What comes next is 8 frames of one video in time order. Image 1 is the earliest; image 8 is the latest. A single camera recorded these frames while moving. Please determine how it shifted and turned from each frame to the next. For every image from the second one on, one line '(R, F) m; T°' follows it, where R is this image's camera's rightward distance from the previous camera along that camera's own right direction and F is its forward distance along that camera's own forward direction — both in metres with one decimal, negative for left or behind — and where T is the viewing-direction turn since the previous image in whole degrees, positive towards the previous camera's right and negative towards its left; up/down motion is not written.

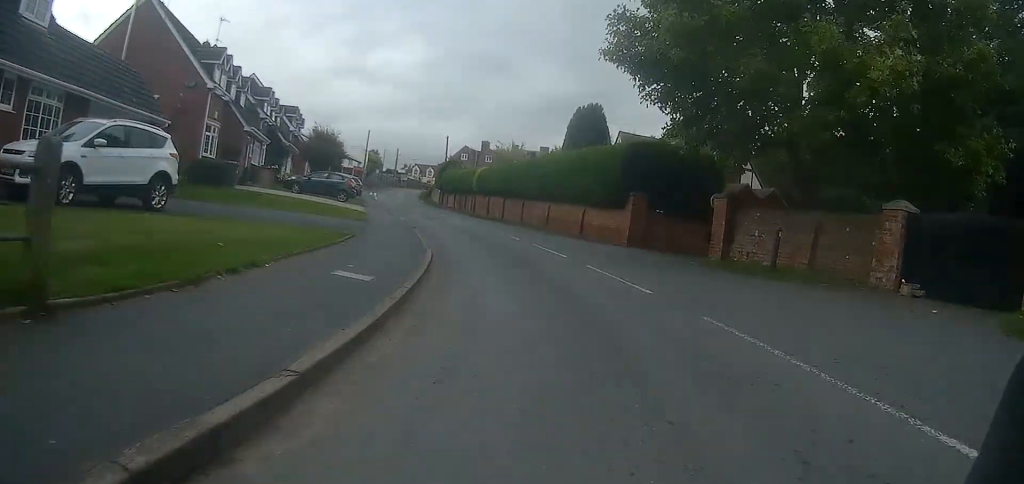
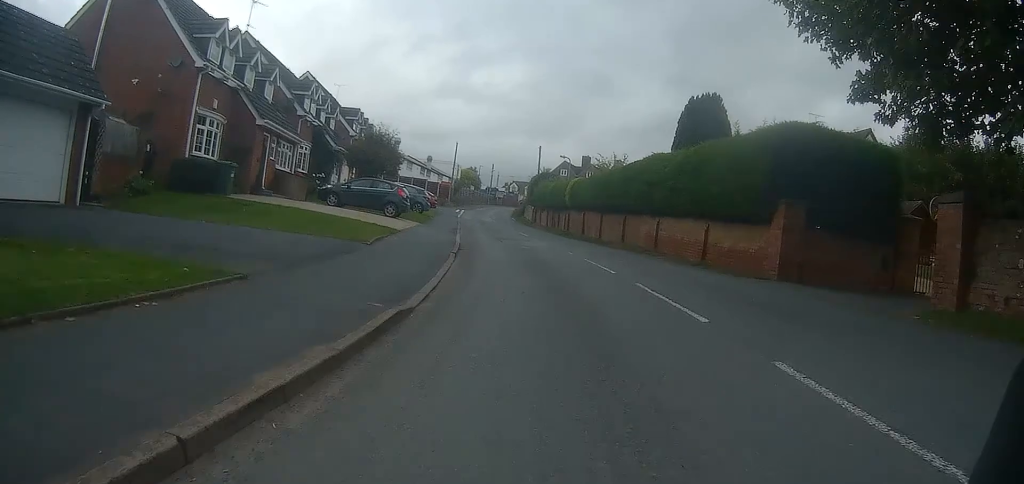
(-1.0, +7.8) m; -10°
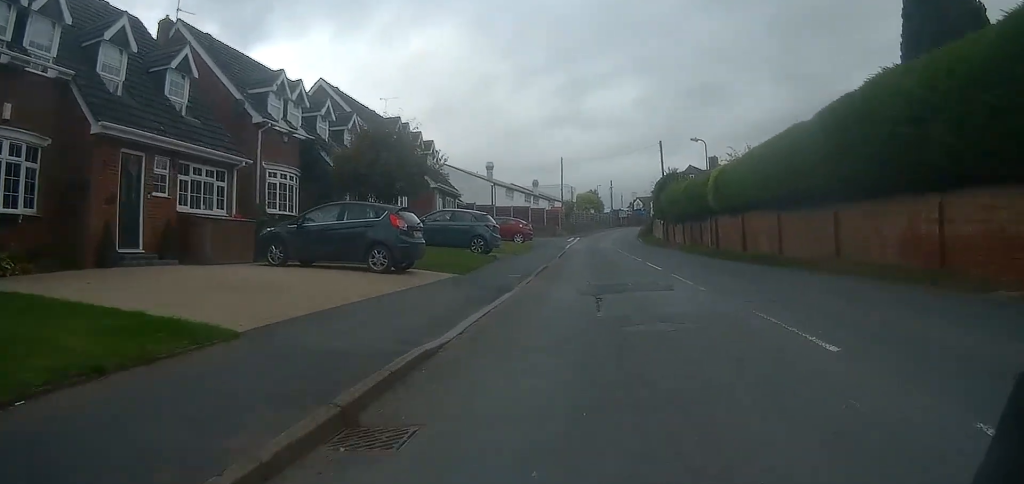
(-1.6, +14.1) m; -10°
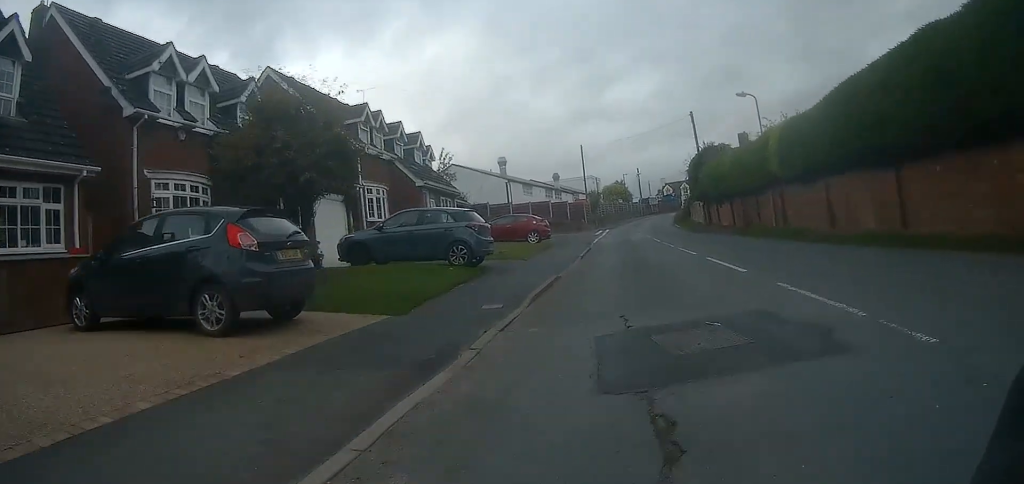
(-0.3, +7.3) m; -2°
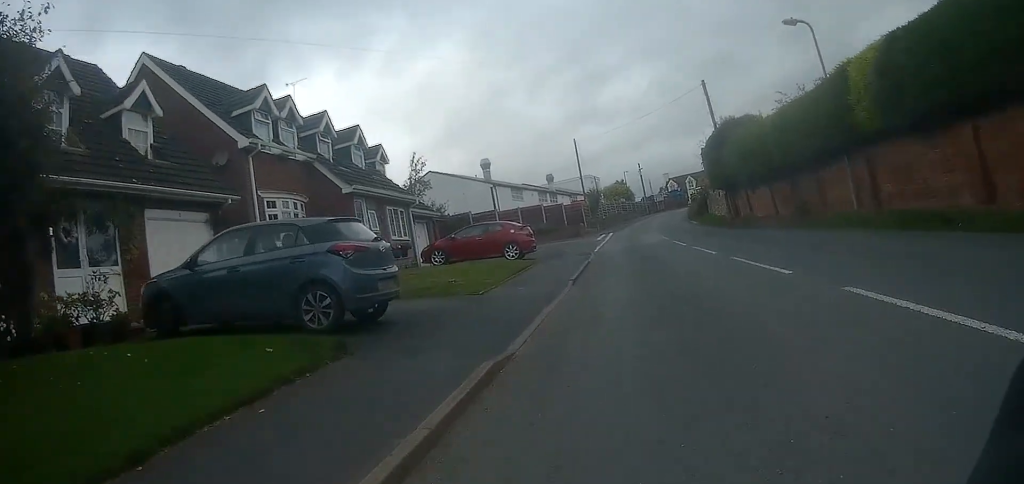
(-0.2, +8.4) m; -1°
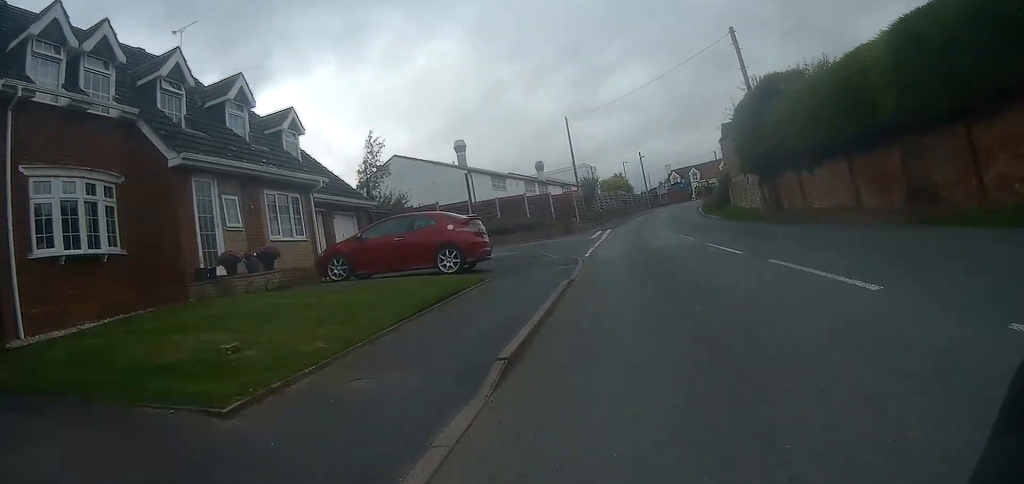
(0.0, +8.9) m; 0°
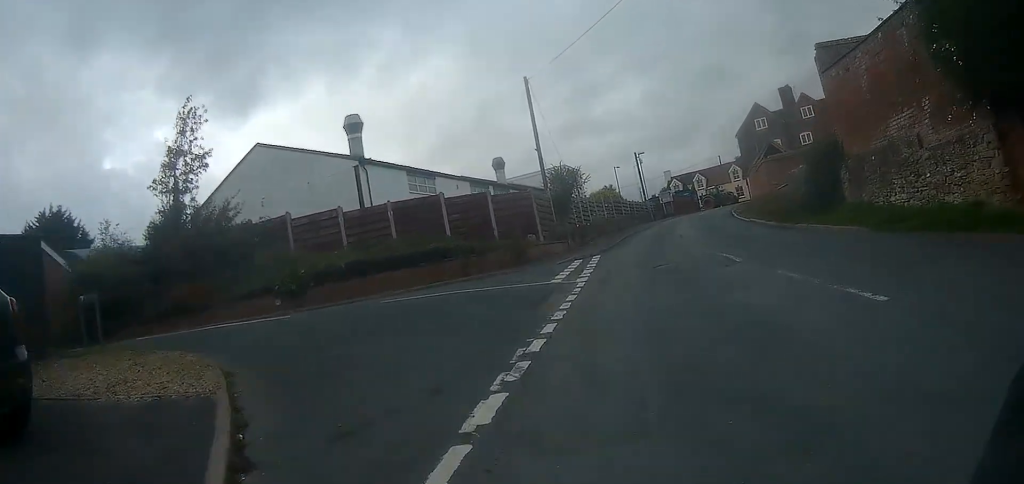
(+0.4, +18.7) m; +3°
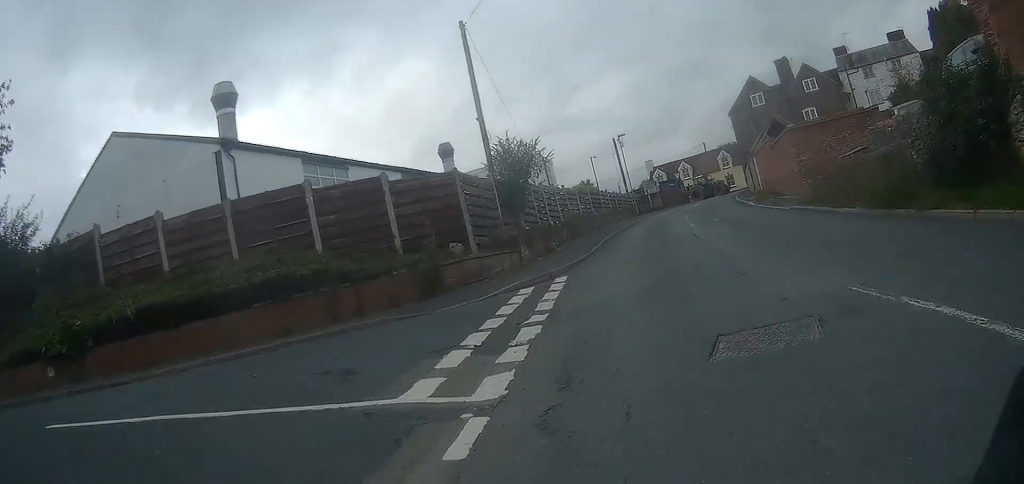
(+0.2, +9.0) m; +2°
